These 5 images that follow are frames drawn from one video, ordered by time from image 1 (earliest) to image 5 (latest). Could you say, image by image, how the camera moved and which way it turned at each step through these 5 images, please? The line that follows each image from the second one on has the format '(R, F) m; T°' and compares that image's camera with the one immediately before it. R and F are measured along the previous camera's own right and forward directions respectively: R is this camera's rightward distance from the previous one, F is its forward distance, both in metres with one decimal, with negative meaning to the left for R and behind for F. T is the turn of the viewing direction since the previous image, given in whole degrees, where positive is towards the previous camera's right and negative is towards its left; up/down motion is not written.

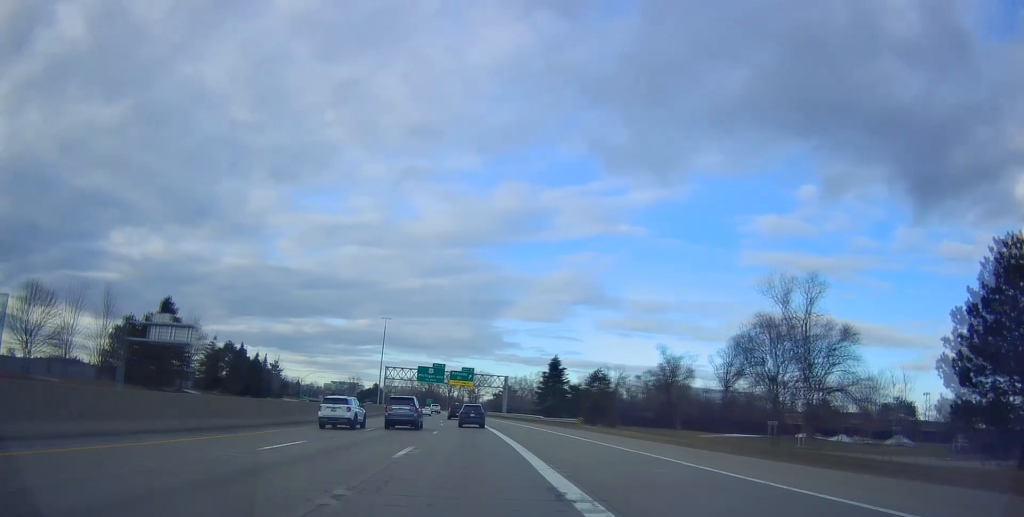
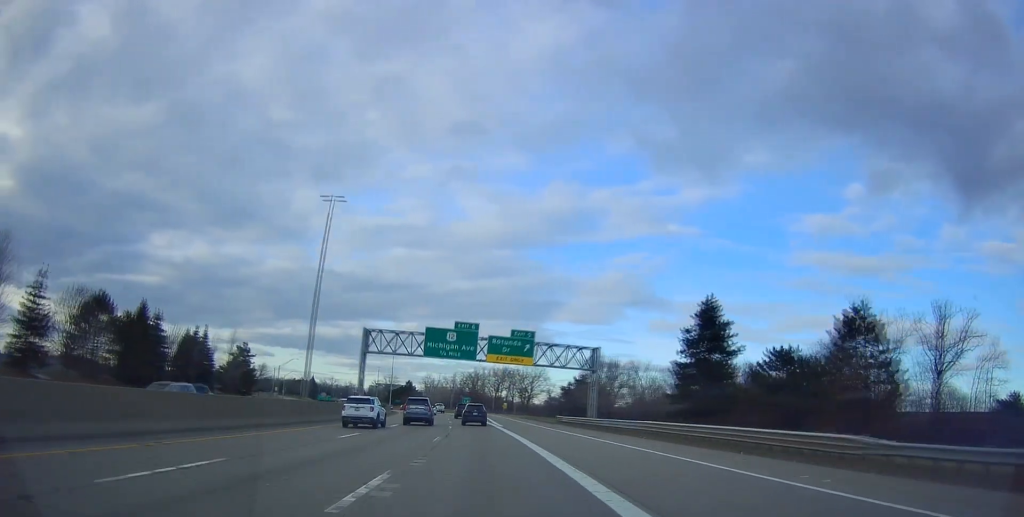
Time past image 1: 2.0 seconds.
(-1.0, +52.3) m; -2°
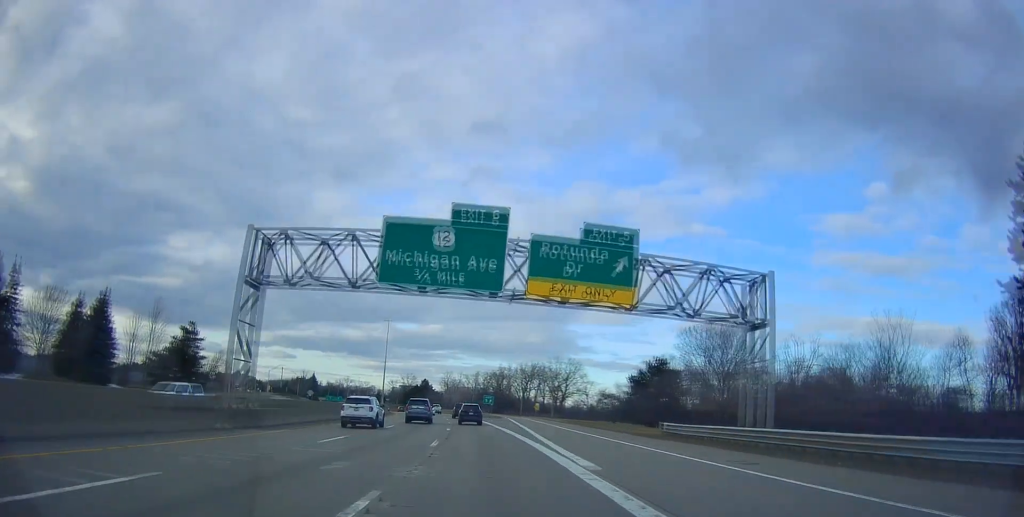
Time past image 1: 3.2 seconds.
(-0.9, +32.7) m; -4°
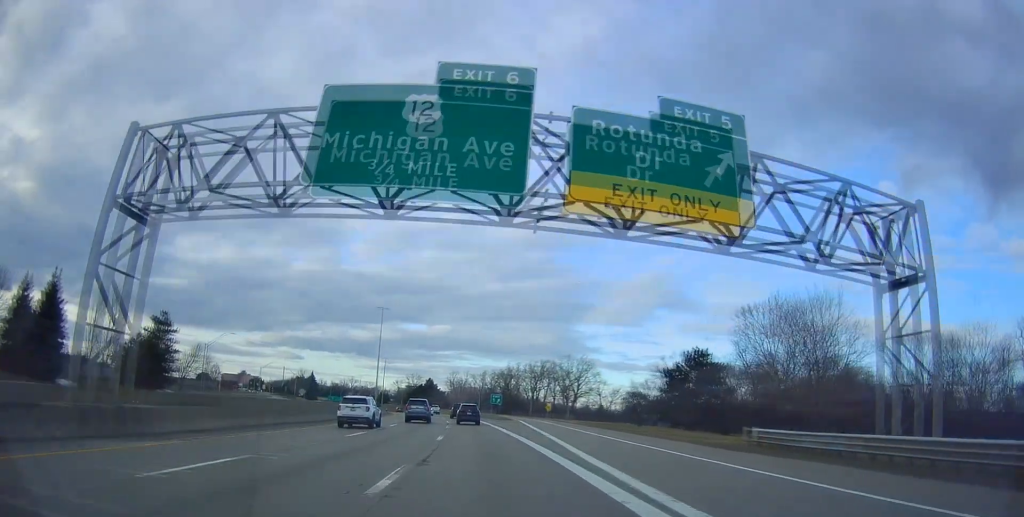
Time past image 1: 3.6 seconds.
(-0.4, +10.6) m; -1°
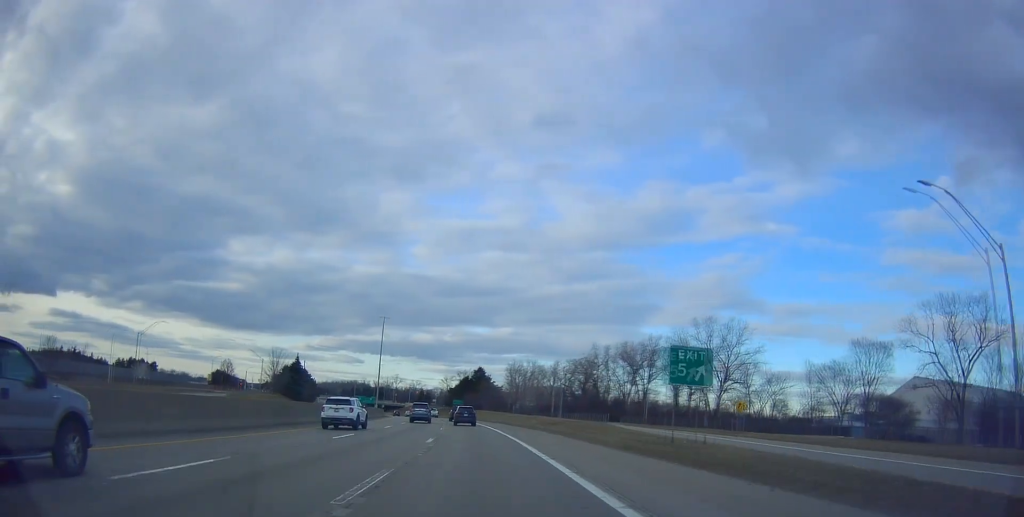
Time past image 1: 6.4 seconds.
(-3.3, +74.1) m; -6°
